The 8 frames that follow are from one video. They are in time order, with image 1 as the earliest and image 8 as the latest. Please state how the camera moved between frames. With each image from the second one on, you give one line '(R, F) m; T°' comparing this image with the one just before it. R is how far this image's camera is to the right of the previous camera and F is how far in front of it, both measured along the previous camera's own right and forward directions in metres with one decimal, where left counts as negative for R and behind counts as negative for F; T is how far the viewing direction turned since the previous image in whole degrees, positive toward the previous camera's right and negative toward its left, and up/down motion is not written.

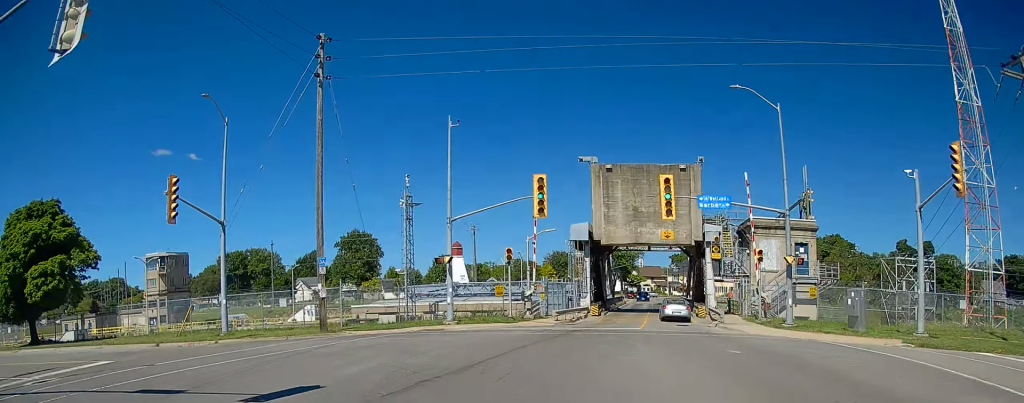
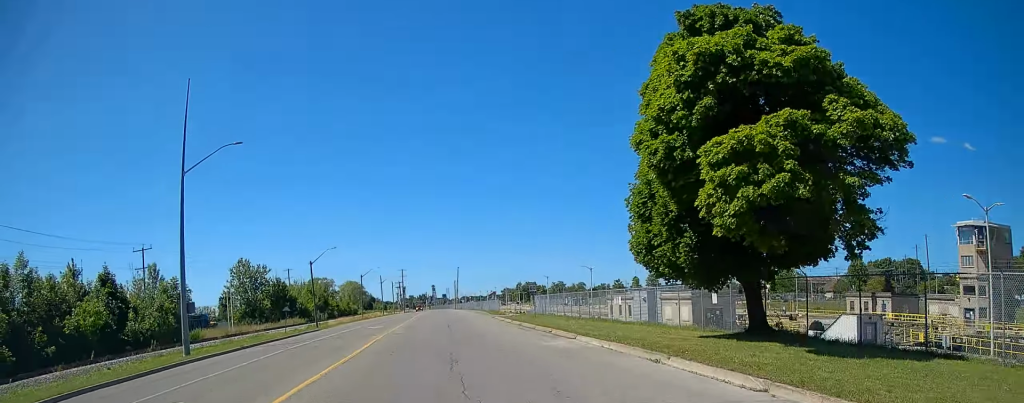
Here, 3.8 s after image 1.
(-12.2, +39.4) m; -22°
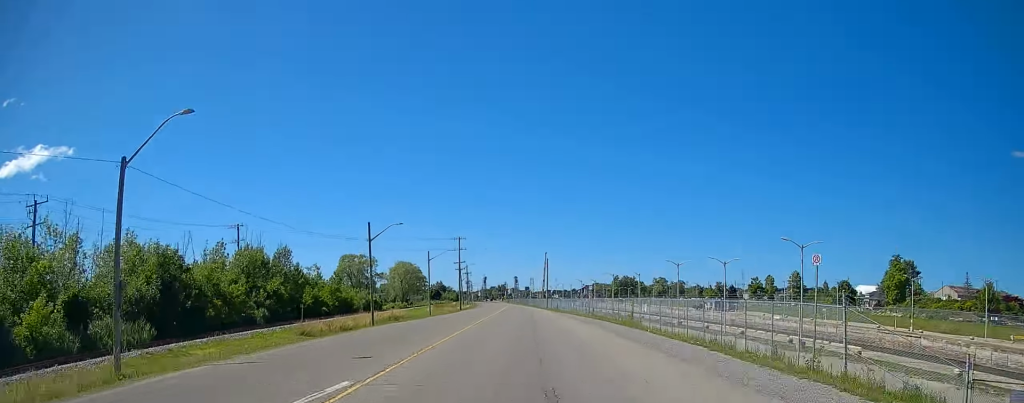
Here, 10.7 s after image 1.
(-18.7, +96.0) m; -12°
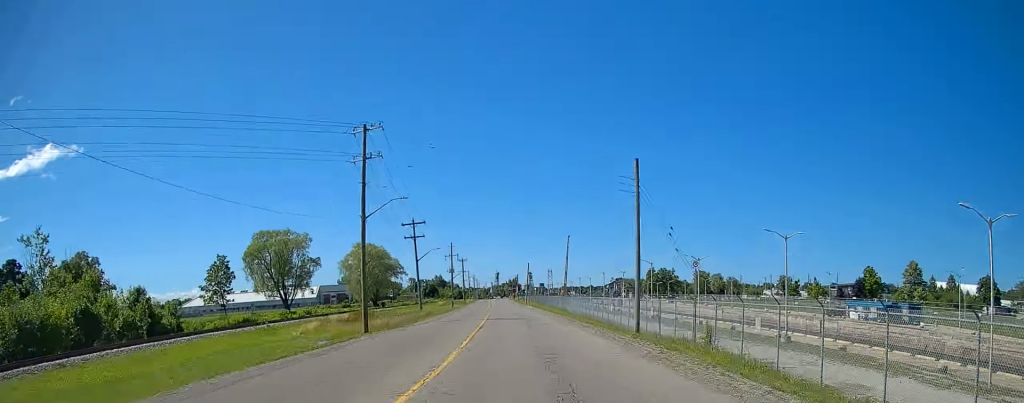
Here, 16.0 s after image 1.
(-1.0, +84.1) m; -1°
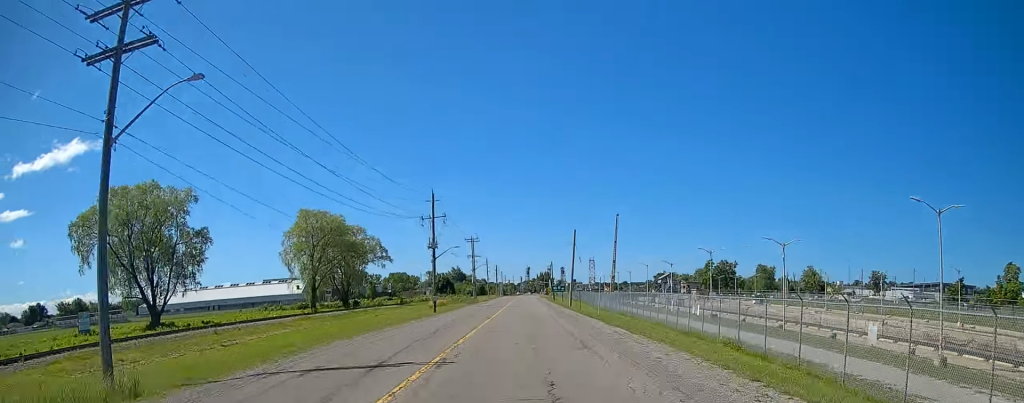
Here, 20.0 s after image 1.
(-0.7, +66.7) m; -1°
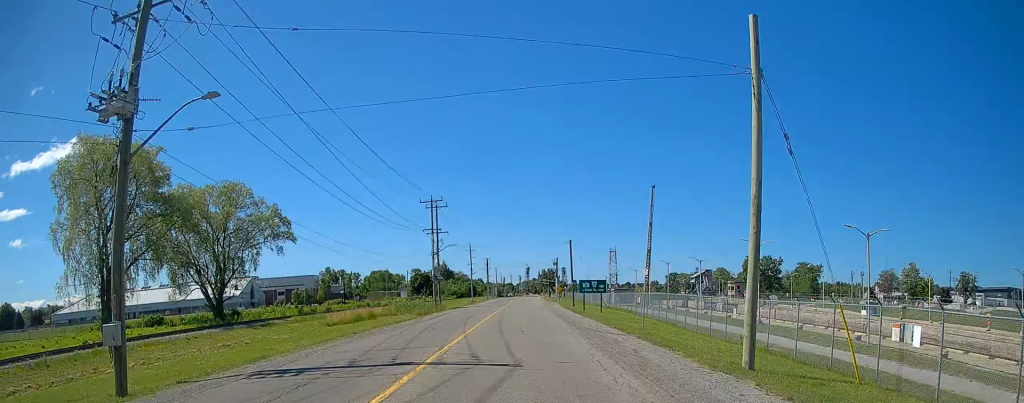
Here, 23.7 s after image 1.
(-0.2, +59.7) m; 0°
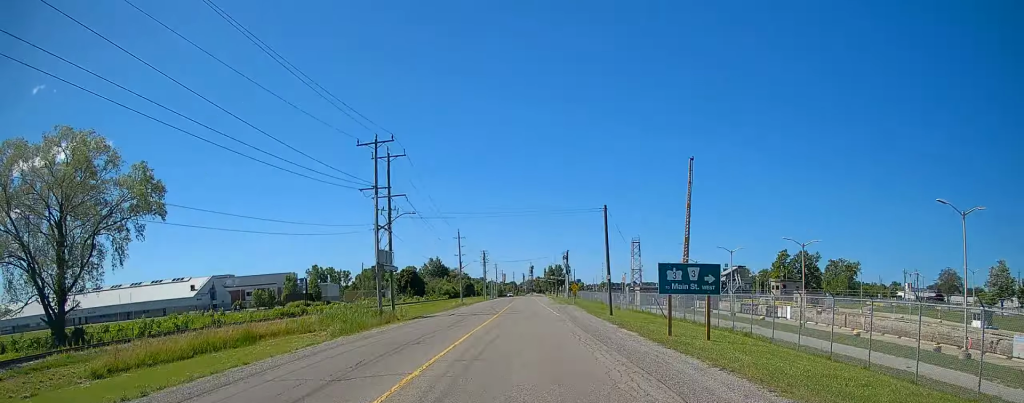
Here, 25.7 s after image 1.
(-0.3, +31.7) m; 0°
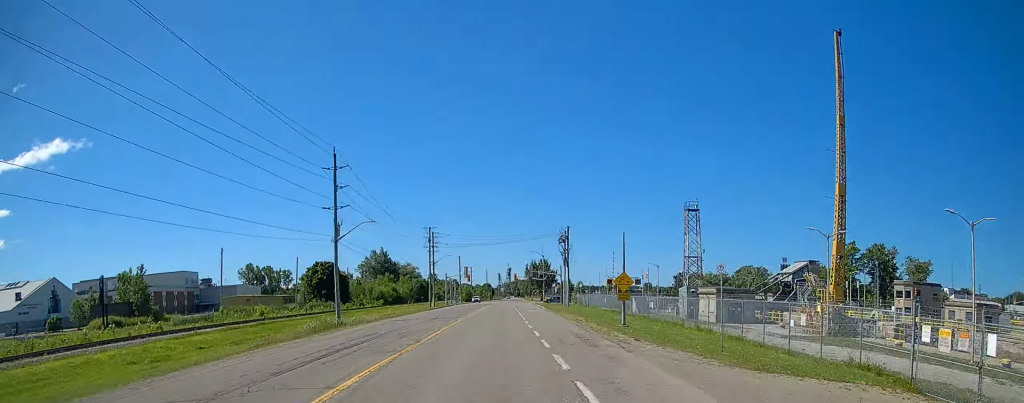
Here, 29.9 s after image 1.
(+1.0, +59.7) m; +1°
